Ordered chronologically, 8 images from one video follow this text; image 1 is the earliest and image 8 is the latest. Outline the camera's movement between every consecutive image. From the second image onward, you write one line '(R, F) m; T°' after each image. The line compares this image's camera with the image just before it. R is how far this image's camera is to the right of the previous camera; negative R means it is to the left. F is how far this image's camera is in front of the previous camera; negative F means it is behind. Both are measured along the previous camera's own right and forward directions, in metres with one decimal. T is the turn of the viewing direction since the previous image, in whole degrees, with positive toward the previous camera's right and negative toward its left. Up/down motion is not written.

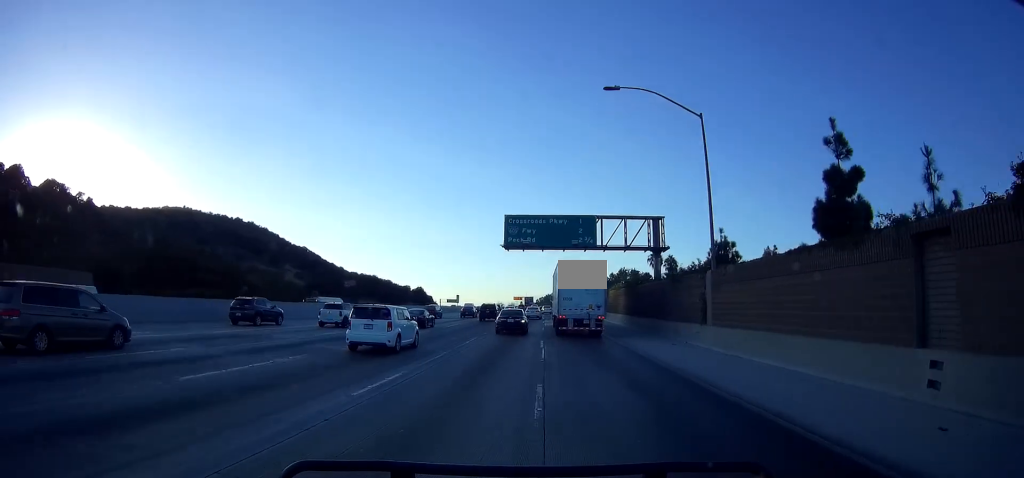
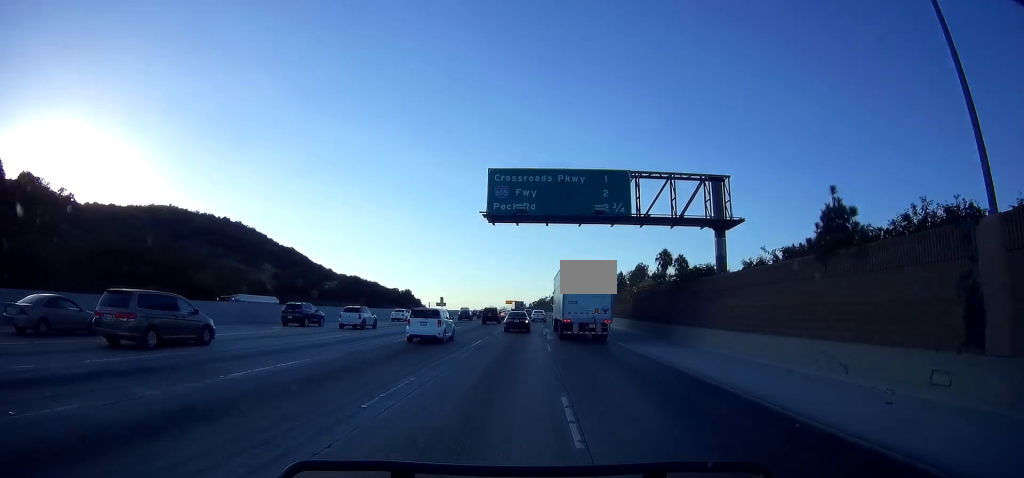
(+0.1, +15.3) m; +1°
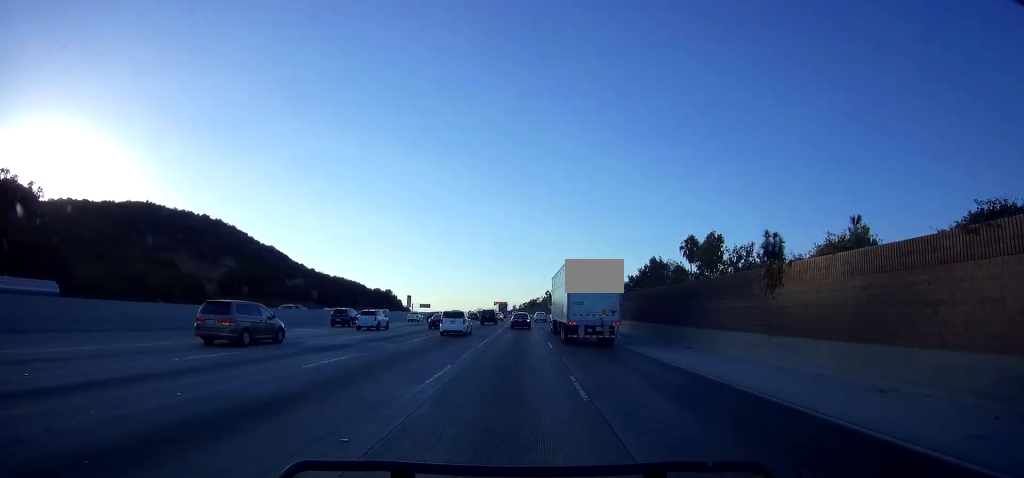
(+0.4, +25.8) m; +2°
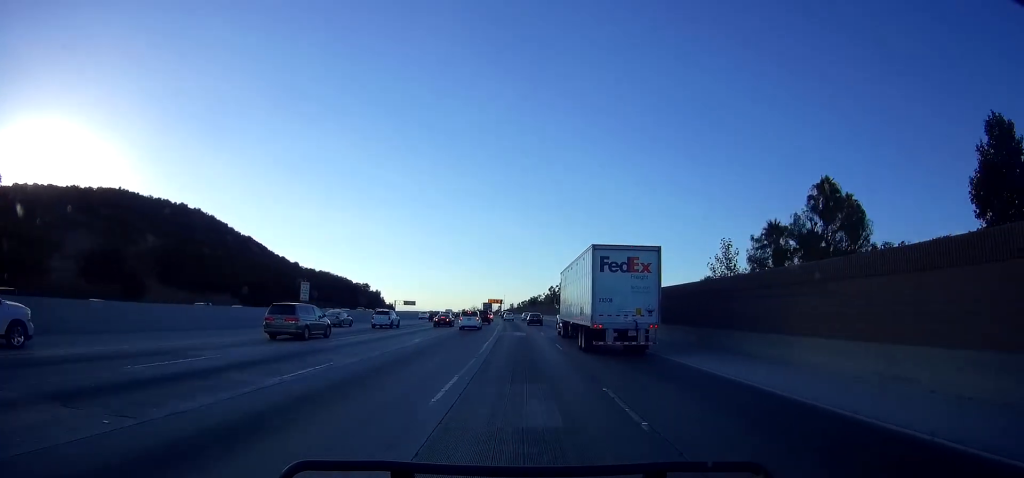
(-0.5, +46.6) m; 0°
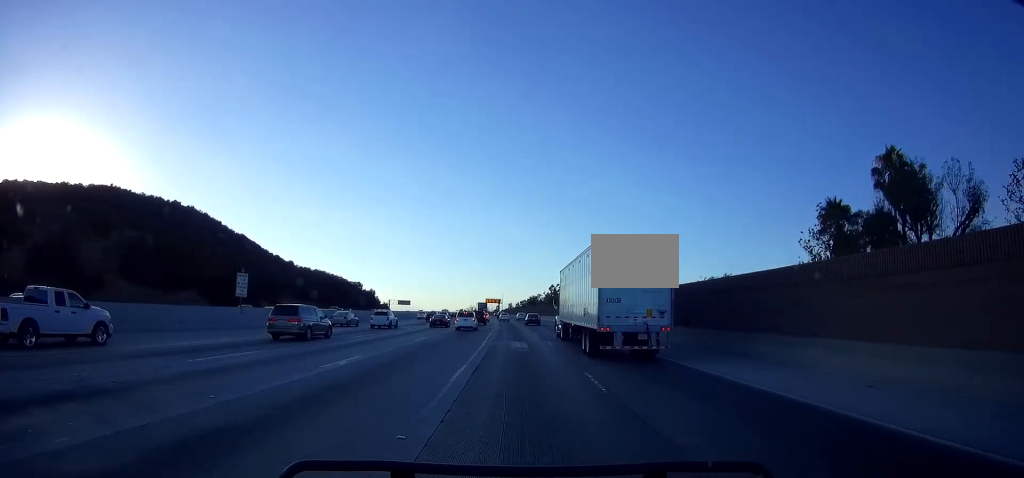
(+0.4, +11.6) m; 0°
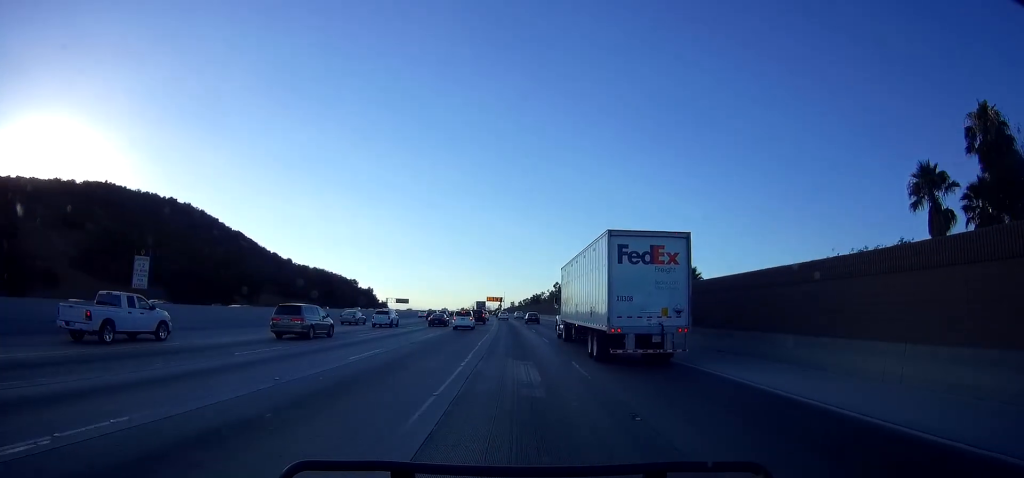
(-0.1, +11.8) m; -1°
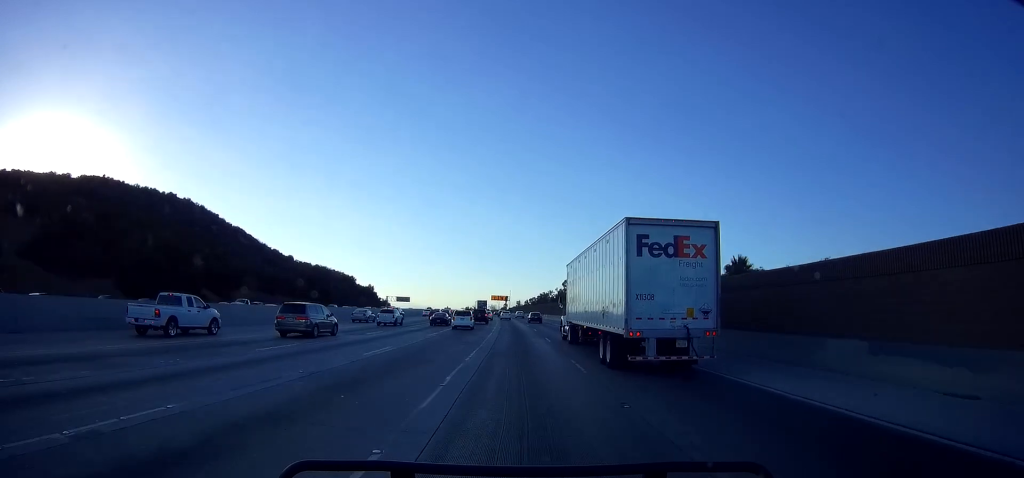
(-0.3, +13.3) m; -1°
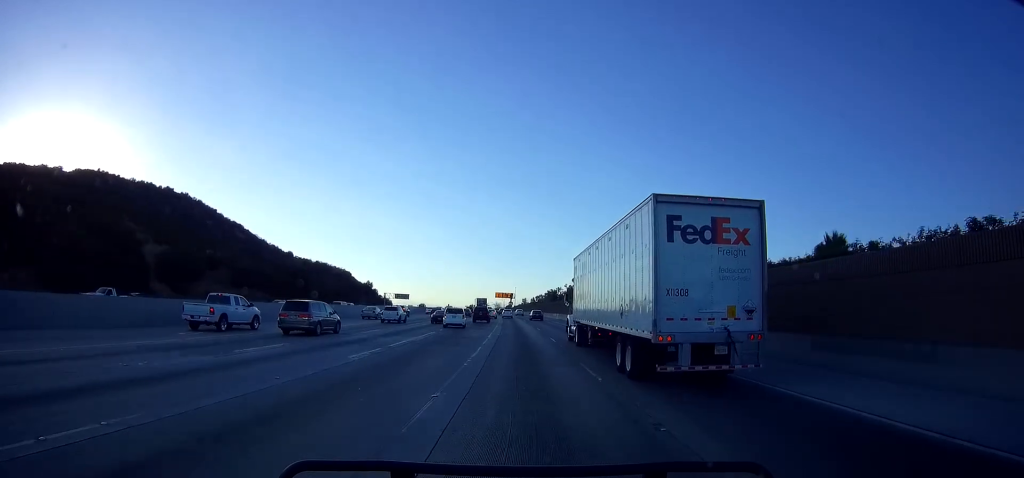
(+0.2, +16.3) m; -1°
